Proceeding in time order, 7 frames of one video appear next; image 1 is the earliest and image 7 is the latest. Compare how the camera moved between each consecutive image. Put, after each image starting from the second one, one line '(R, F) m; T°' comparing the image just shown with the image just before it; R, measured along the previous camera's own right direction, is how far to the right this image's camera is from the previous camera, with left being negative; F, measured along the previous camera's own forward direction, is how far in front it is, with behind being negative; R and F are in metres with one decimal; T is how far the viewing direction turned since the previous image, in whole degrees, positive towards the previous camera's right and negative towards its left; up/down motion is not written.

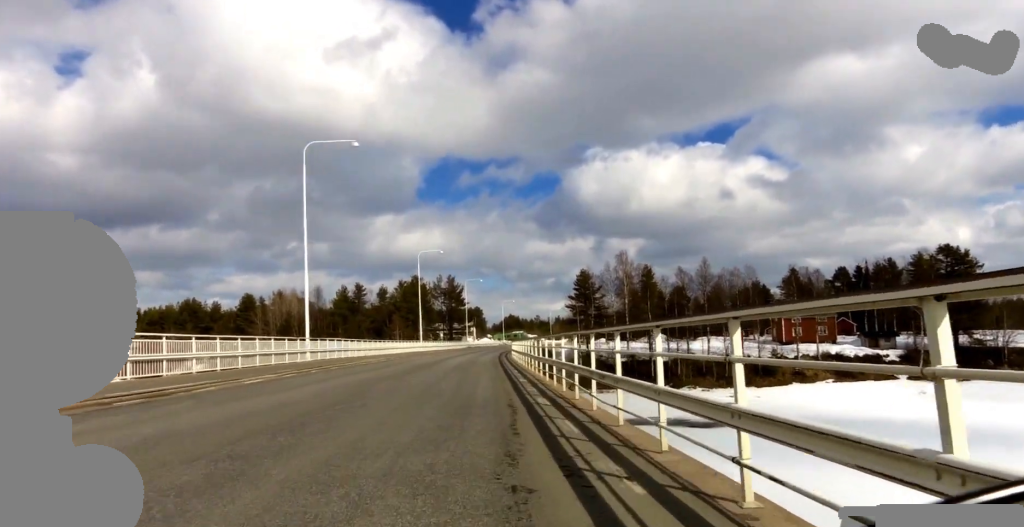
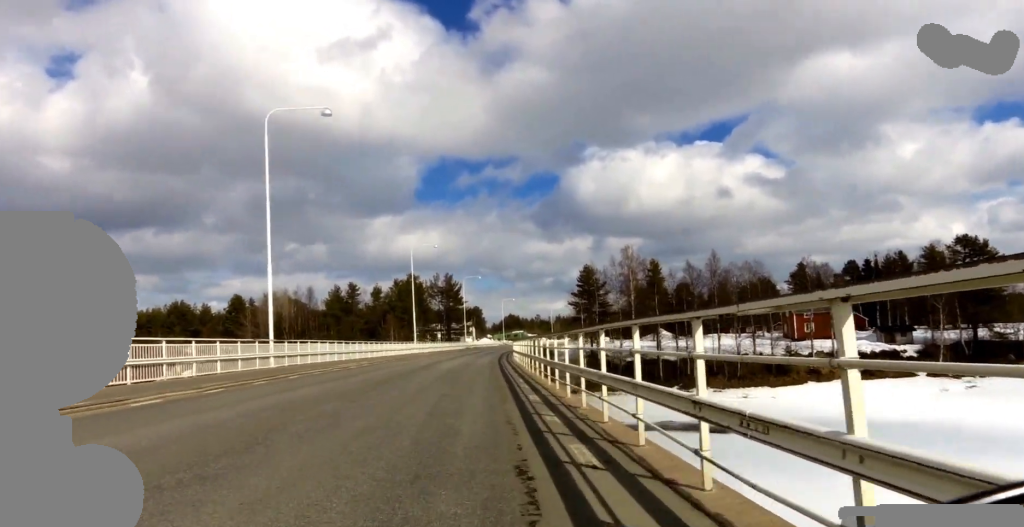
(-0.1, +5.0) m; -1°
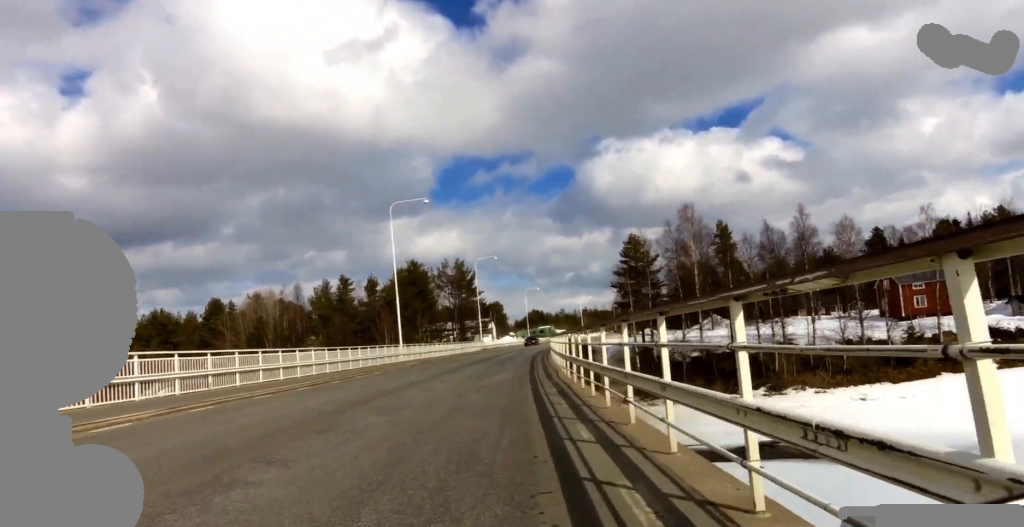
(0.0, +22.7) m; -3°
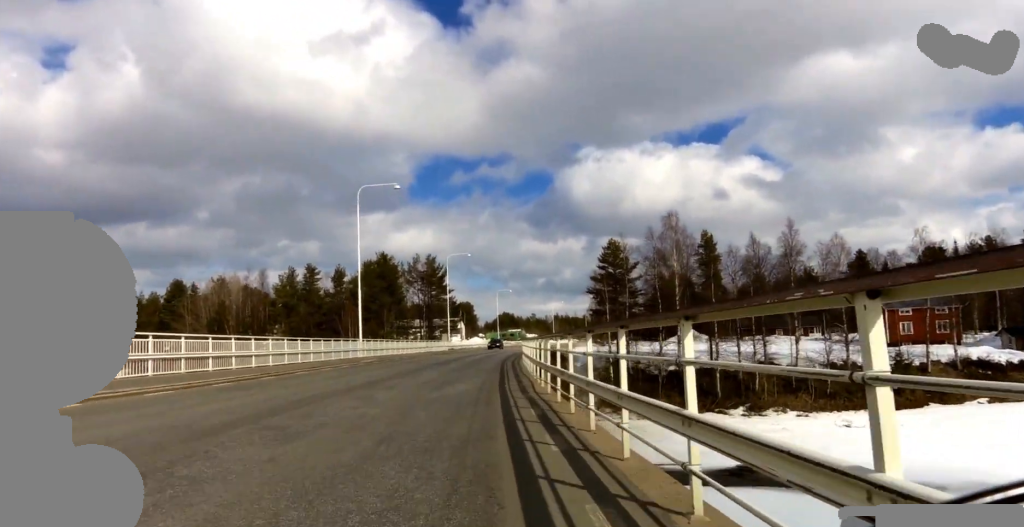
(-0.1, +3.6) m; -2°
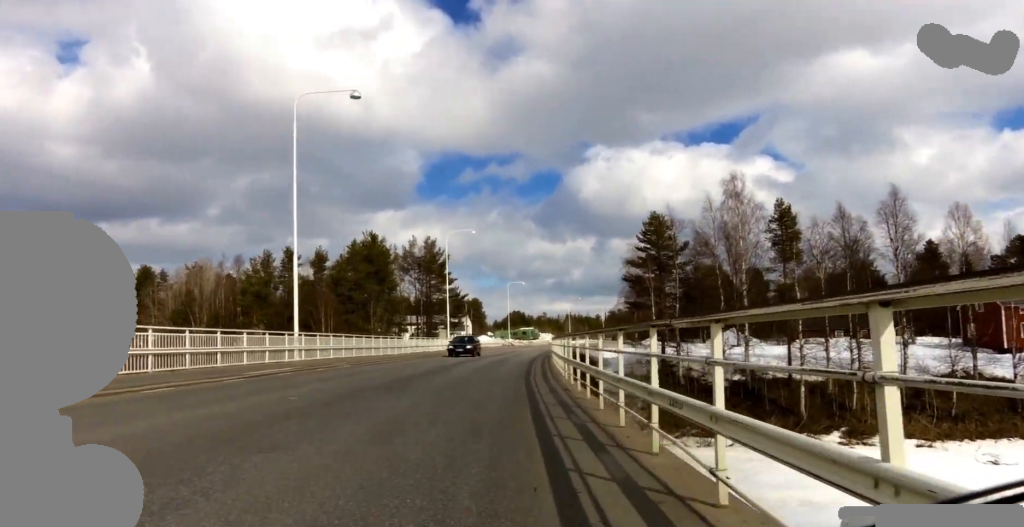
(+0.1, +17.2) m; +5°
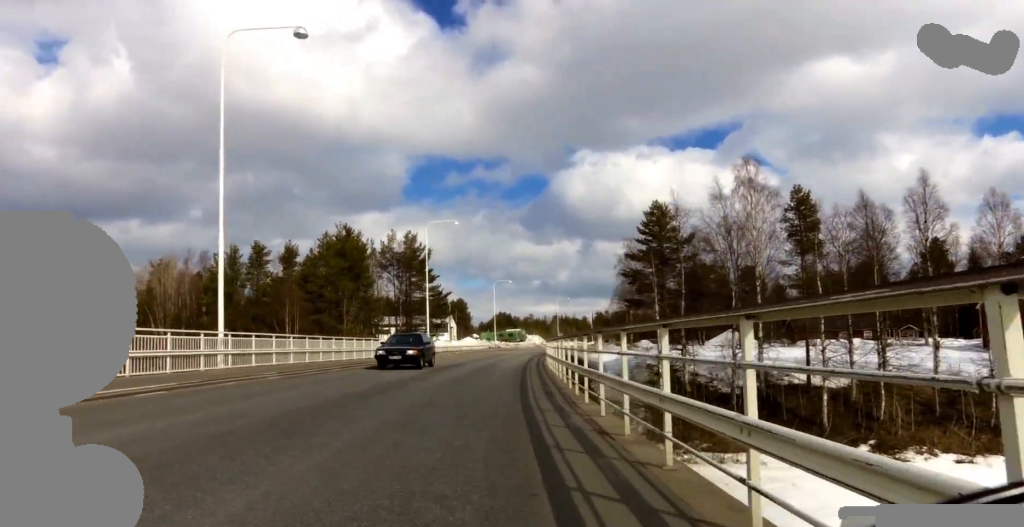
(+0.2, +6.2) m; +2°
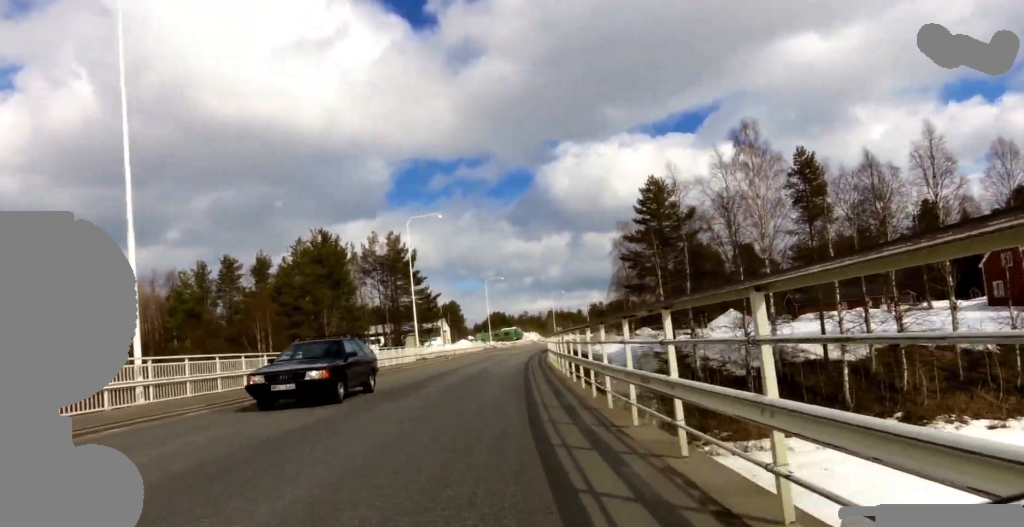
(+0.1, +4.0) m; 0°
